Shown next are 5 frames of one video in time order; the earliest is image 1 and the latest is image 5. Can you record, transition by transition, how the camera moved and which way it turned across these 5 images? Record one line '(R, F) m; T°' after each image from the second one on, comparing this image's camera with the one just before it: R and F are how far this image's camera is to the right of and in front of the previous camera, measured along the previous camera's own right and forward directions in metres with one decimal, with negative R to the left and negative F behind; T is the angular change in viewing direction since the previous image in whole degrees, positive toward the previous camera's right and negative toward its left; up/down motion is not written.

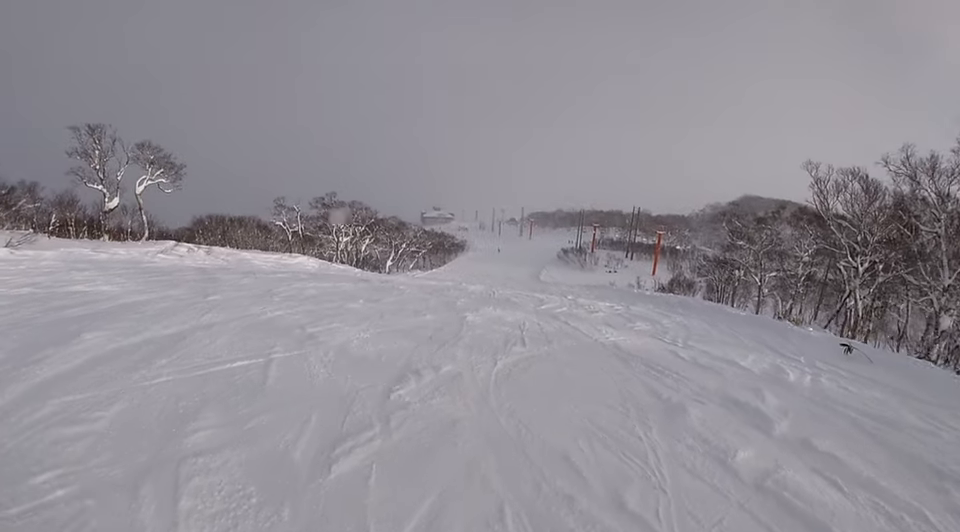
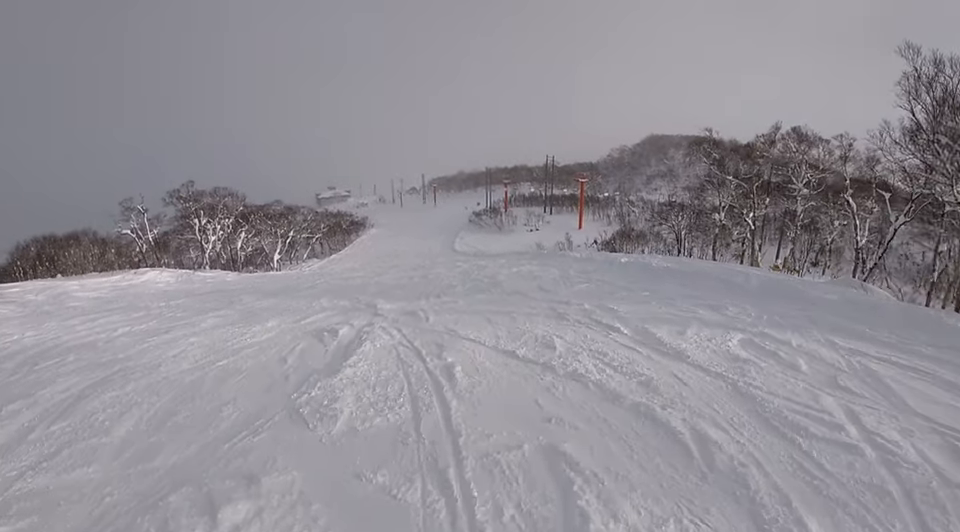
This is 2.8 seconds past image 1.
(+0.5, +14.3) m; +9°
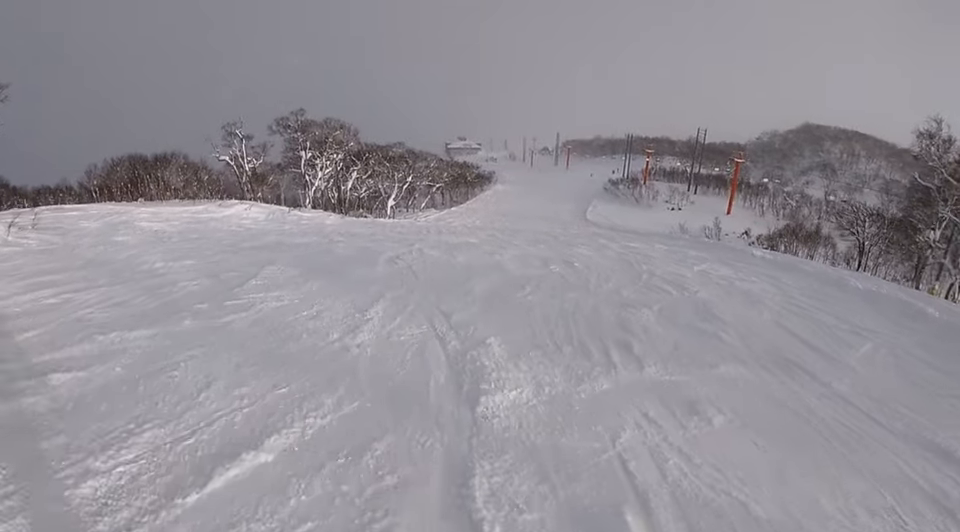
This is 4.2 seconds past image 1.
(-1.3, +8.2) m; -15°
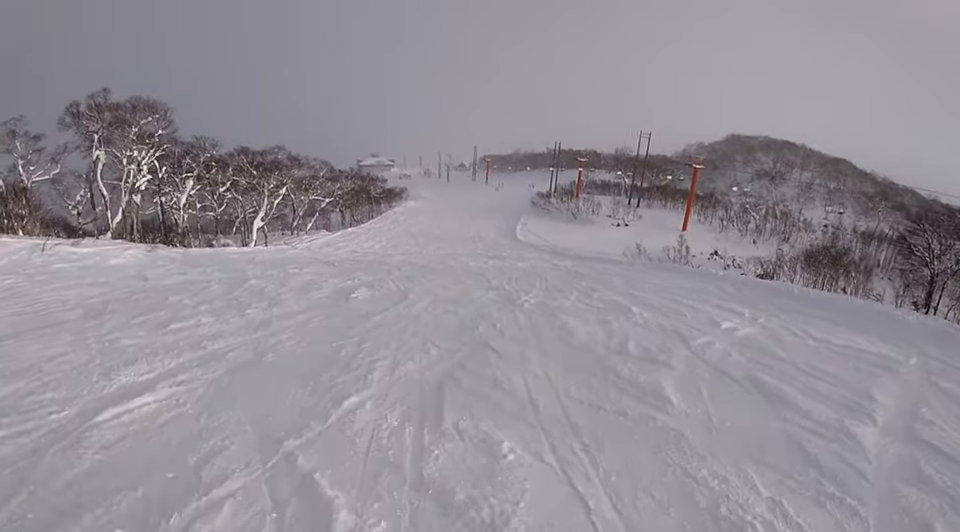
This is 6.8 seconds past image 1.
(+2.0, +19.2) m; +11°
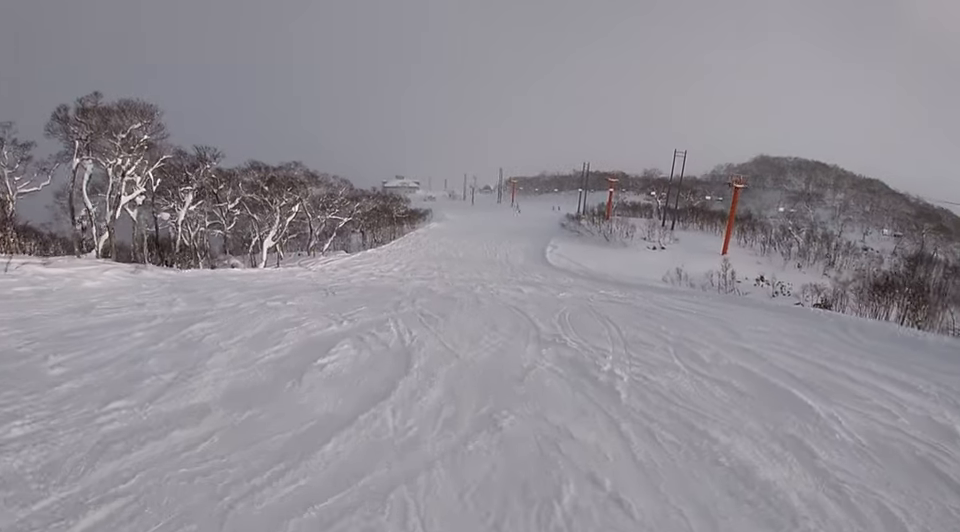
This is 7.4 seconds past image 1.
(0.0, +5.1) m; -1°
